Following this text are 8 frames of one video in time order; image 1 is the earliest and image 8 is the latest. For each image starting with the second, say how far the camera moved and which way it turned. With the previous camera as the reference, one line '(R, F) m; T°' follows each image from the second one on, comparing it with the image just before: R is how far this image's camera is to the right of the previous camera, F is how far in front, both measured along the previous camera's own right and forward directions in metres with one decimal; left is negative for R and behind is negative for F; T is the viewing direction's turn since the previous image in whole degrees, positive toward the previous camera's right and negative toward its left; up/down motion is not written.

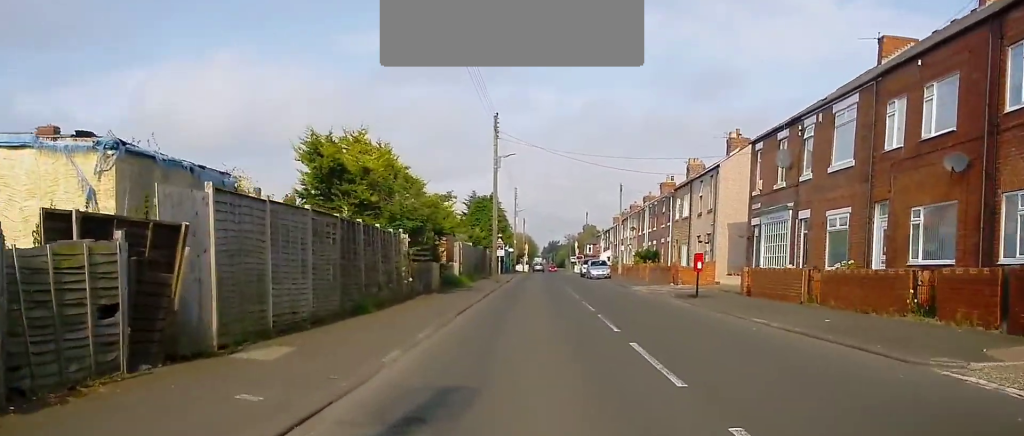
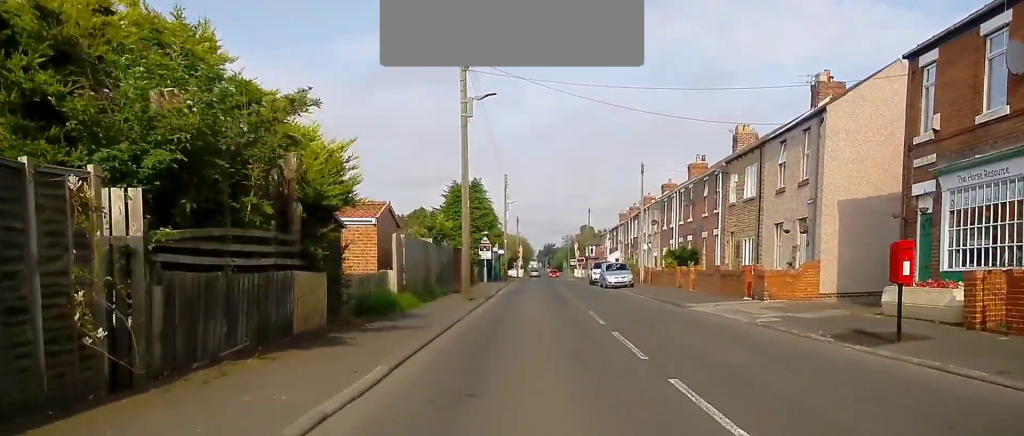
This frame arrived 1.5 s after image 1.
(+0.5, +14.7) m; +2°
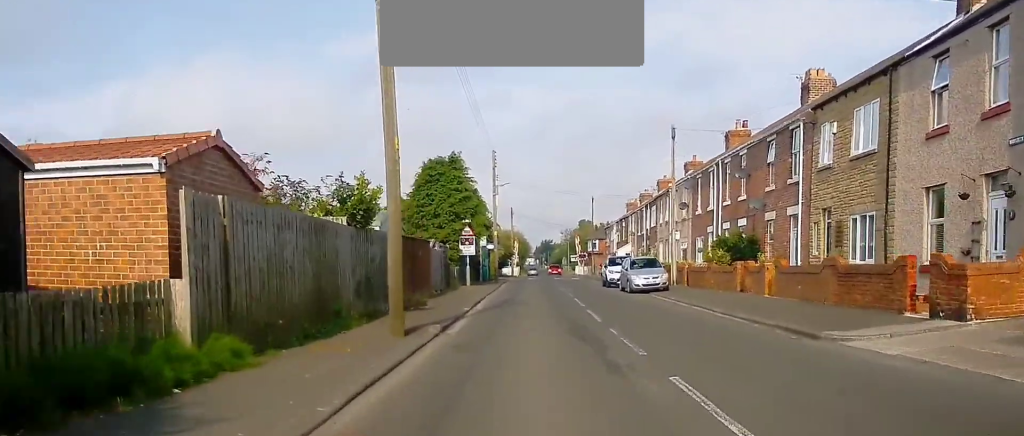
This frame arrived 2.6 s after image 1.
(0.0, +11.7) m; 0°
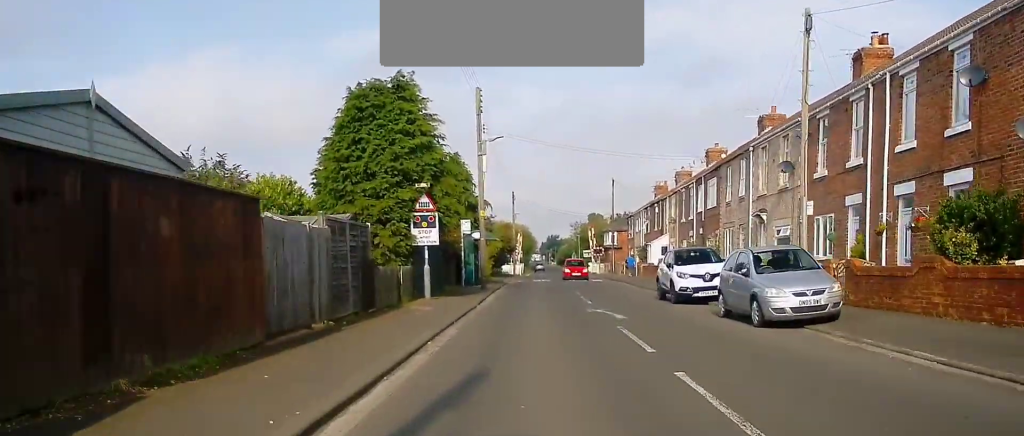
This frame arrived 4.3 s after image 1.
(-0.1, +17.9) m; -1°
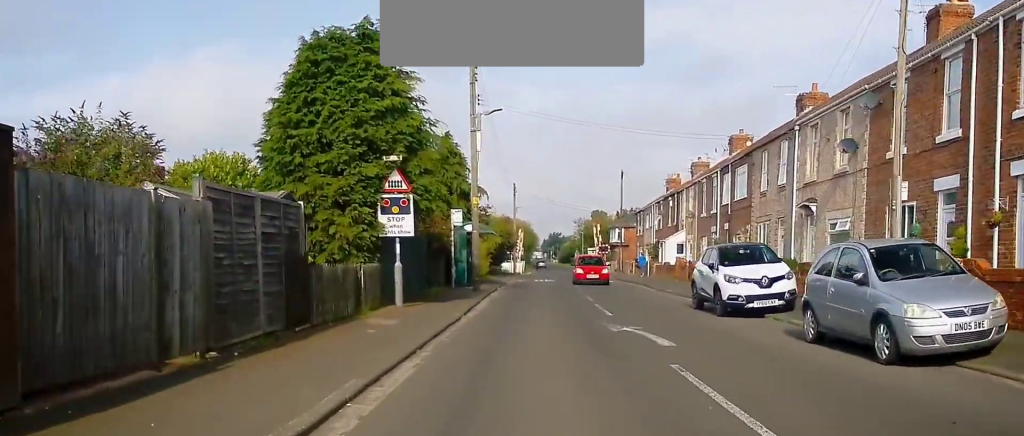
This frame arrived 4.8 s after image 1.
(+0.1, +5.4) m; -1°
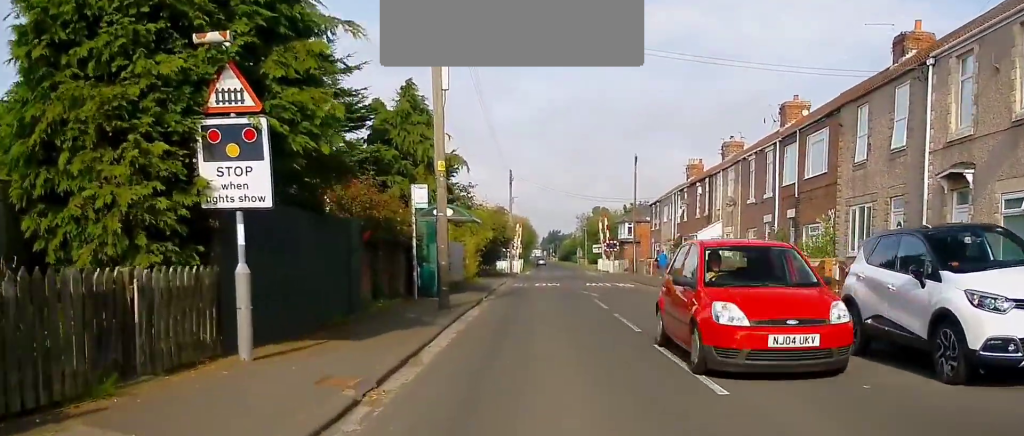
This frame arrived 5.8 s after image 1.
(-0.3, +10.2) m; -1°
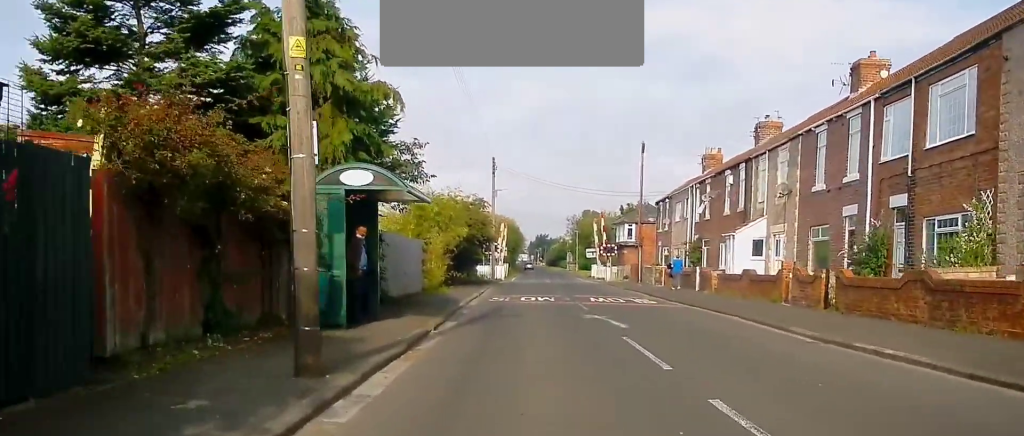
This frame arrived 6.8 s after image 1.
(+0.1, +9.8) m; +3°
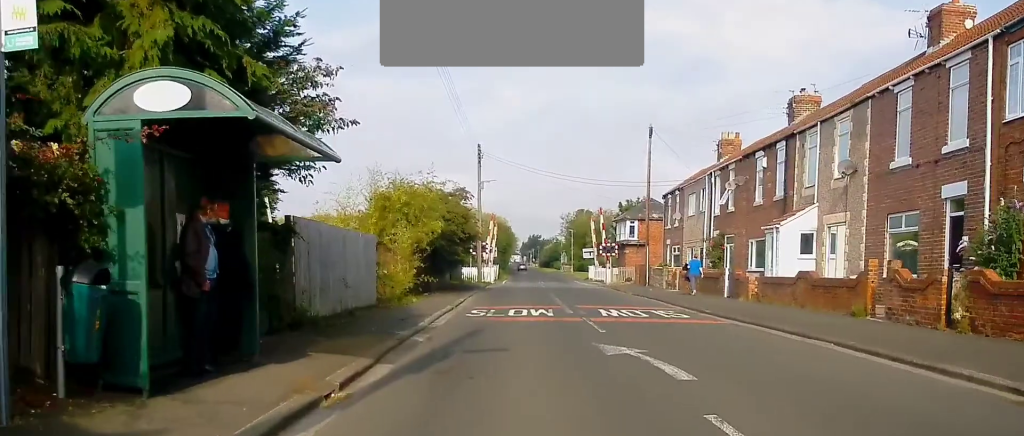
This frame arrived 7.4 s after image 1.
(+0.1, +6.3) m; +2°
